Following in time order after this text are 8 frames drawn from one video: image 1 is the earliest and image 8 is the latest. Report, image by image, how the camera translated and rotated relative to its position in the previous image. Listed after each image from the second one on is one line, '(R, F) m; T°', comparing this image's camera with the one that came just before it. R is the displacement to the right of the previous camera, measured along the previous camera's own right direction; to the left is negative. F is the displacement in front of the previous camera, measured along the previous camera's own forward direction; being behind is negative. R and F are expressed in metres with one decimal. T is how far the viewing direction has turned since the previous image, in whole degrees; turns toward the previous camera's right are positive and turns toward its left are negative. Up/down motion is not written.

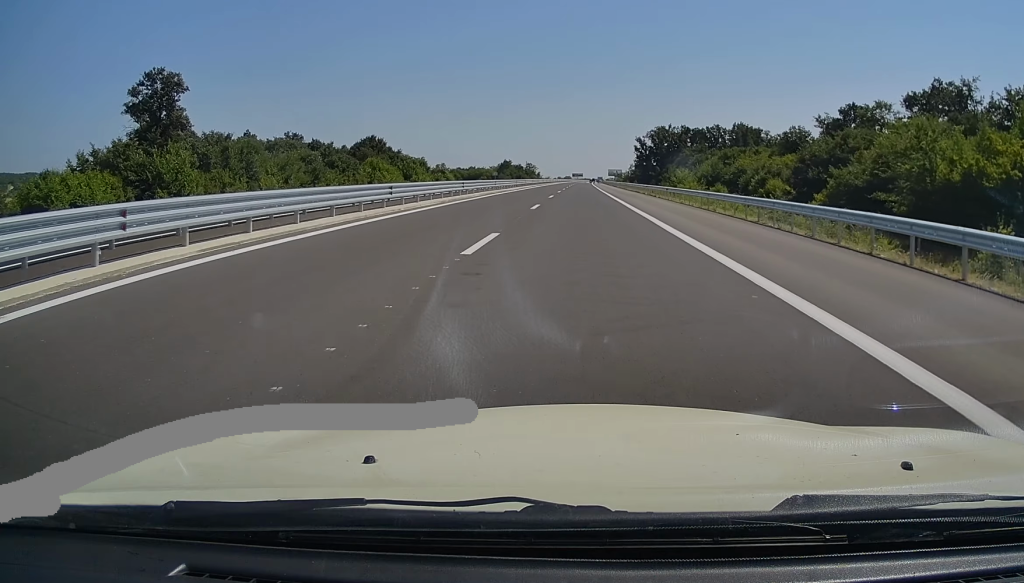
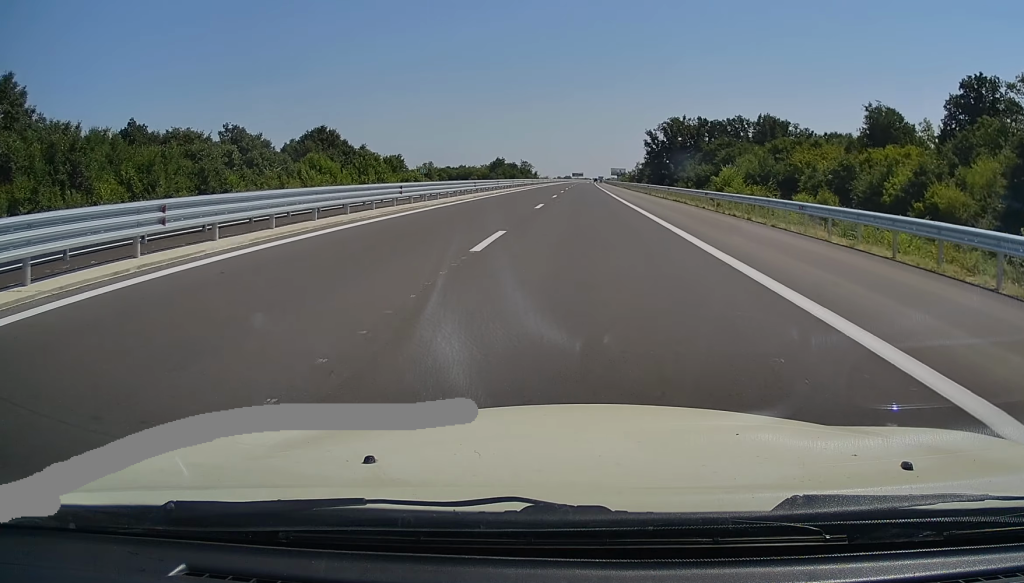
(+0.1, +30.9) m; 0°
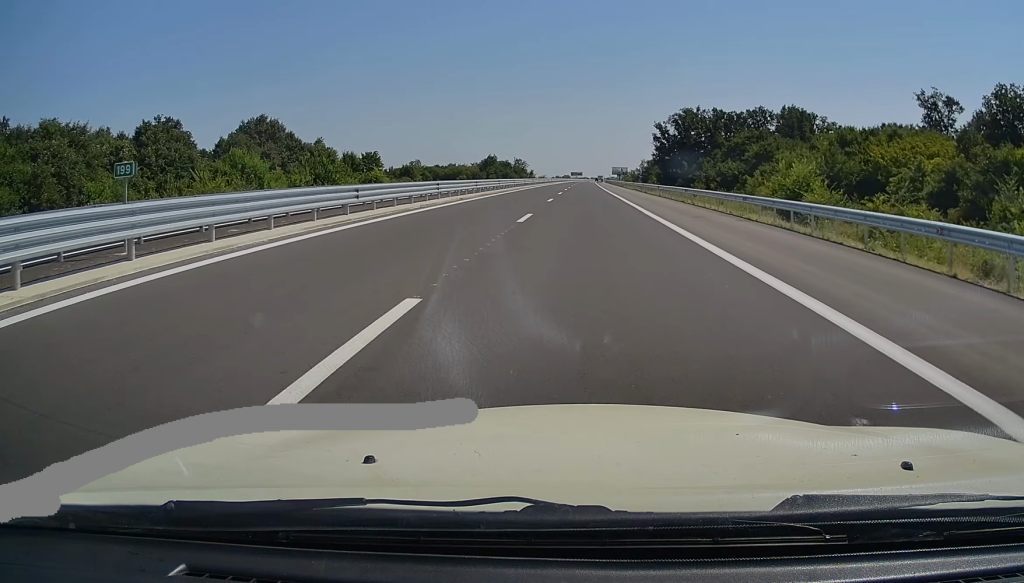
(0.0, +24.1) m; 0°
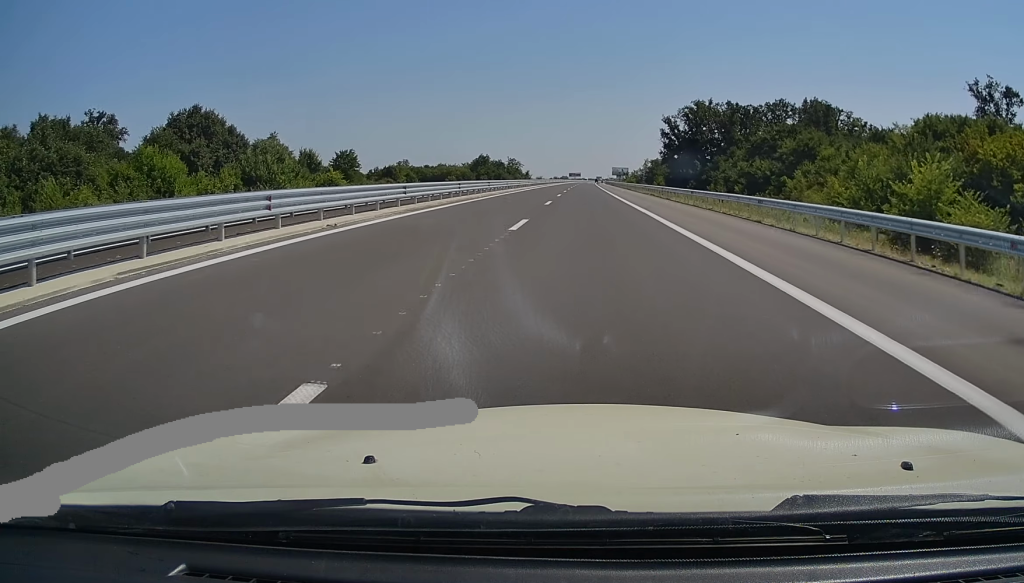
(-0.1, +18.3) m; 0°
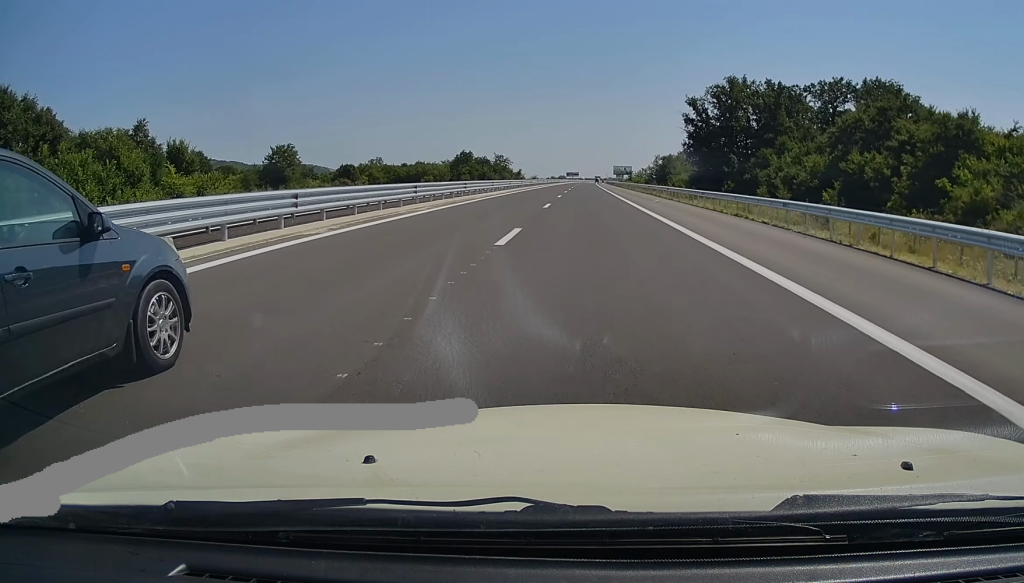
(+0.2, +34.7) m; +1°
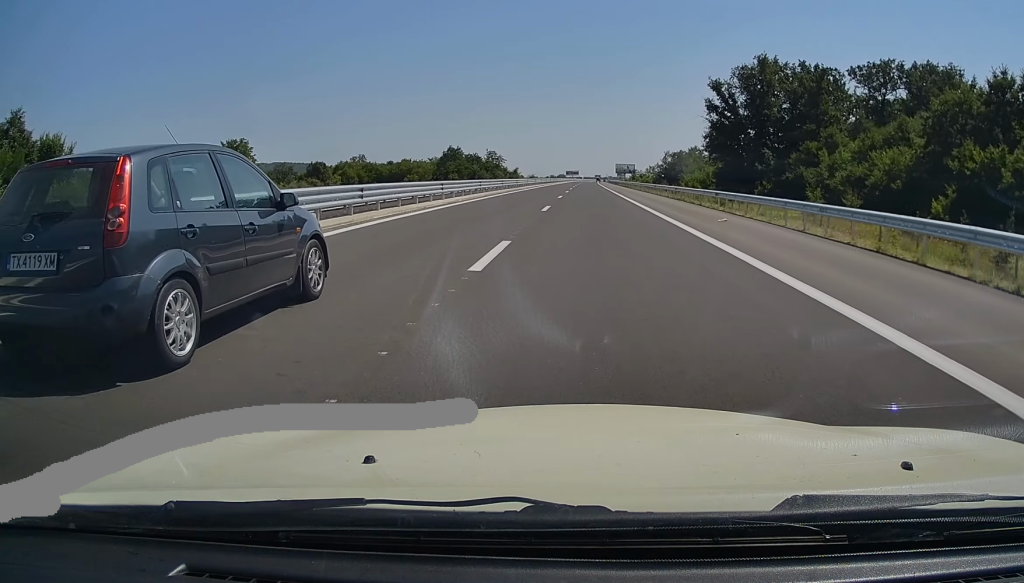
(+0.2, +19.3) m; +1°
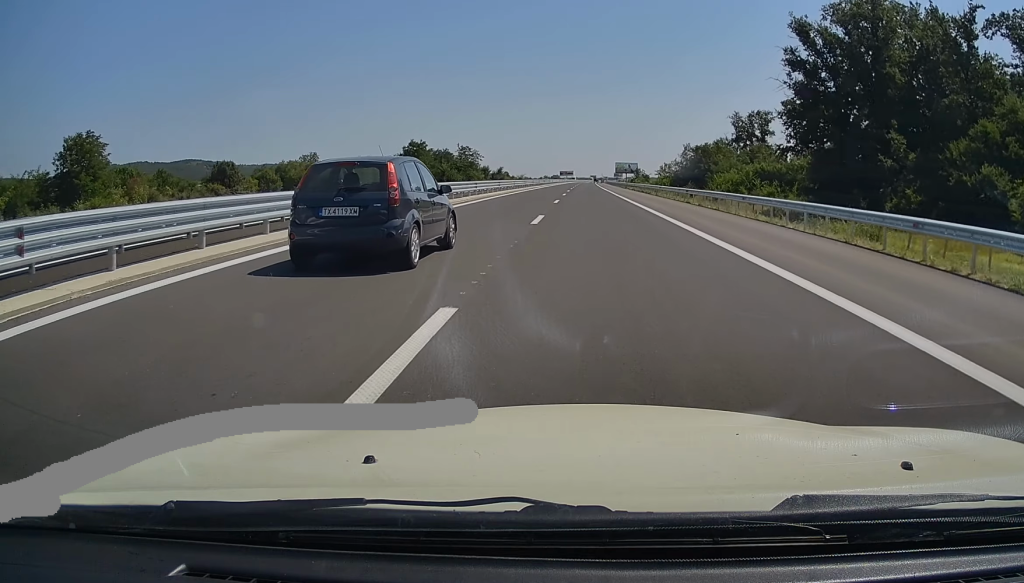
(-0.2, +37.6) m; -1°
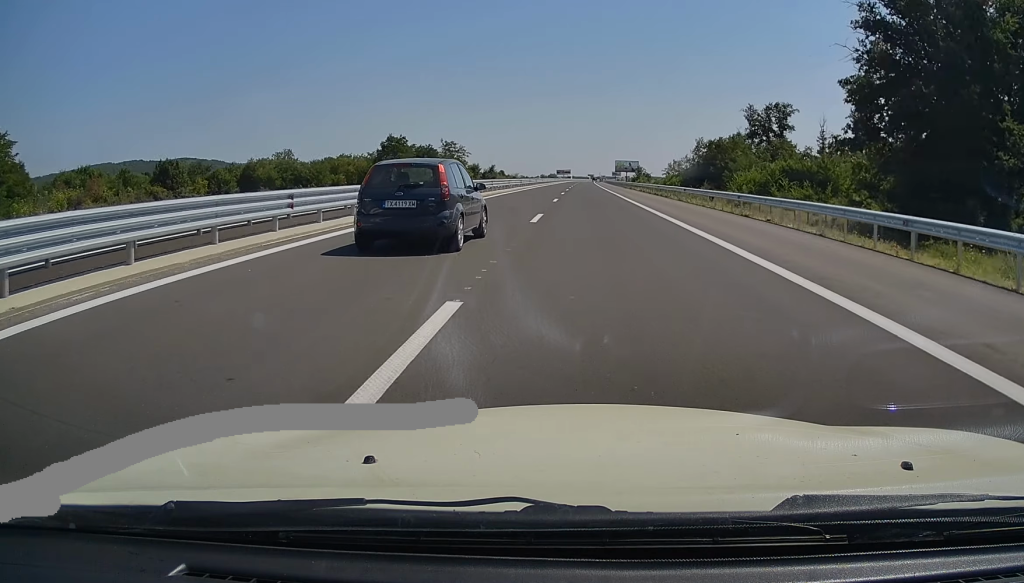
(-0.2, +15.5) m; 0°
